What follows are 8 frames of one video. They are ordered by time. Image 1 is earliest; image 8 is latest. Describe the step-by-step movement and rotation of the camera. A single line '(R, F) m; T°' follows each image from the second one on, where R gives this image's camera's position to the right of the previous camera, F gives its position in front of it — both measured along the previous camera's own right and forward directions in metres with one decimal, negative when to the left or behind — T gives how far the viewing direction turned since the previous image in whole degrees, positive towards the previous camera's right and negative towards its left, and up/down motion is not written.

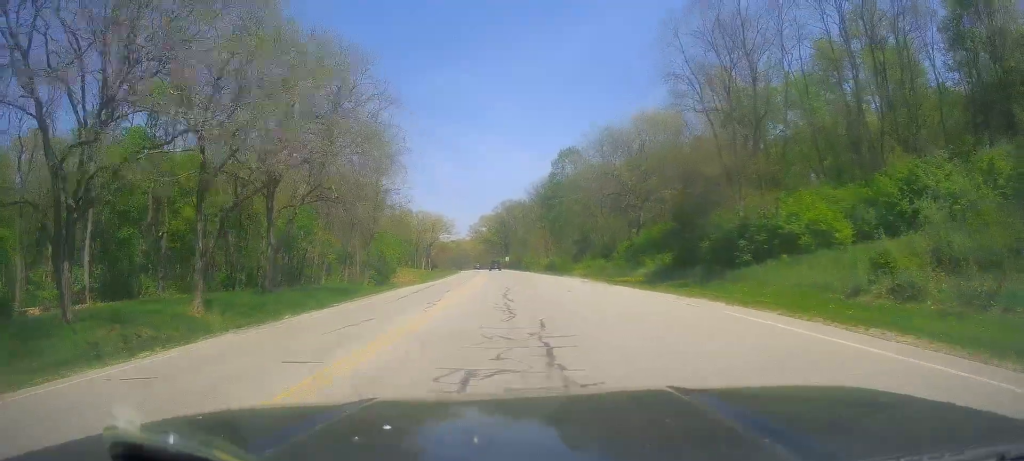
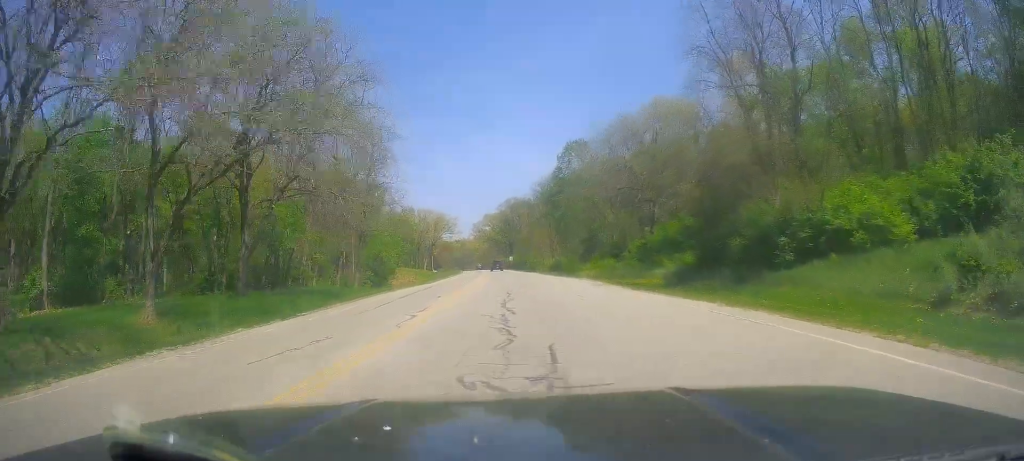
(0.0, +4.8) m; -1°
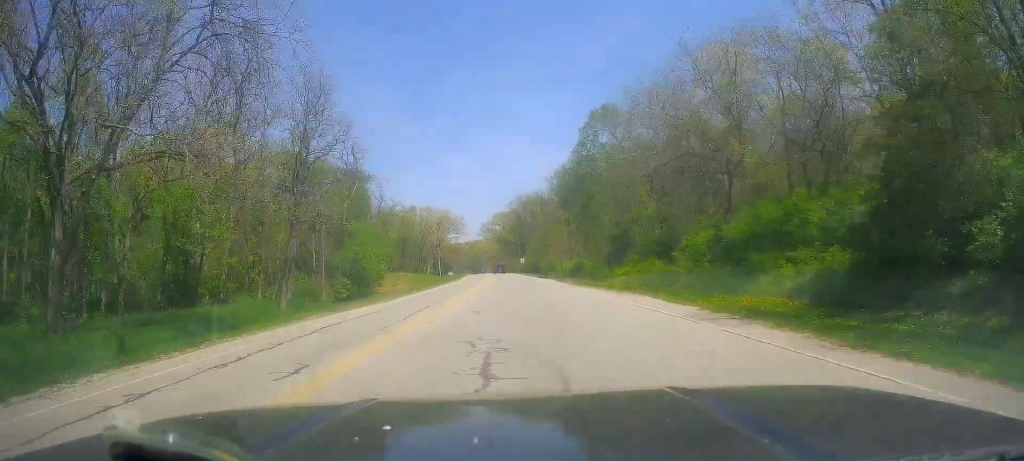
(-0.7, +18.8) m; -3°
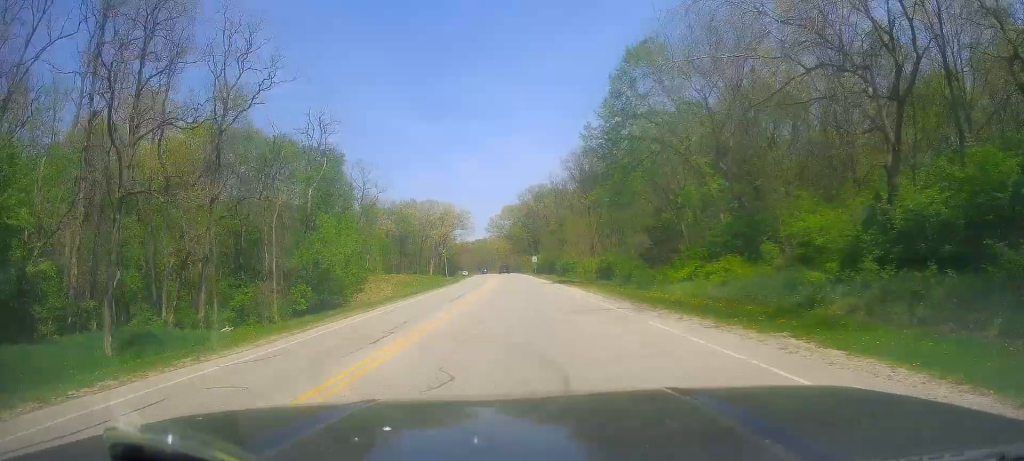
(-0.1, +17.7) m; +1°
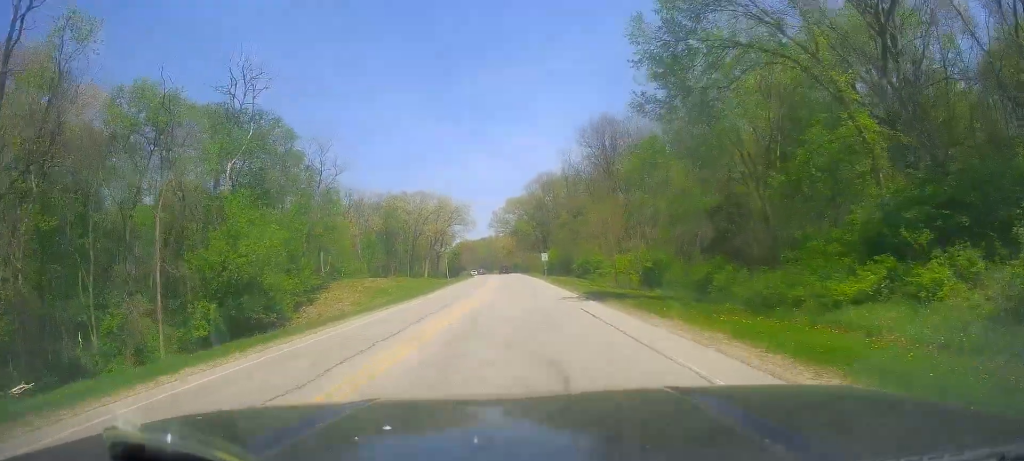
(-0.2, +19.9) m; 0°
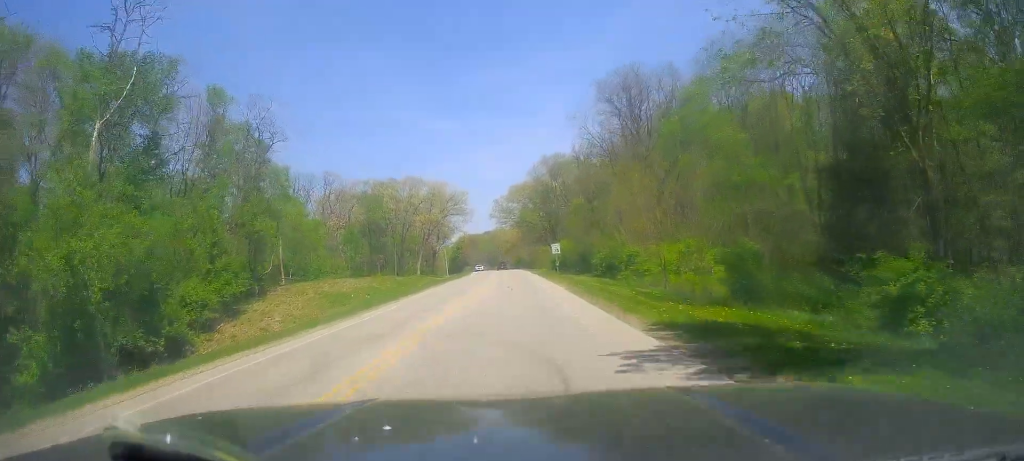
(+0.8, +16.8) m; +2°
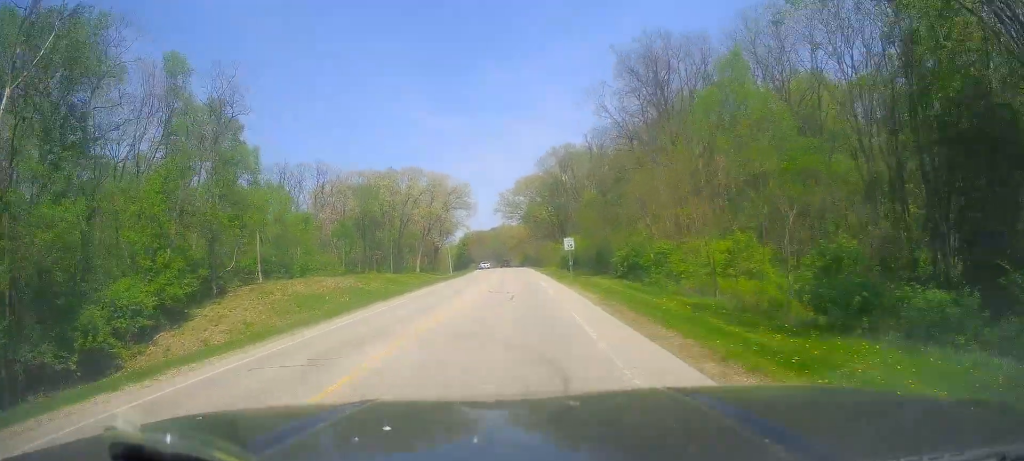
(-0.1, +8.2) m; -2°
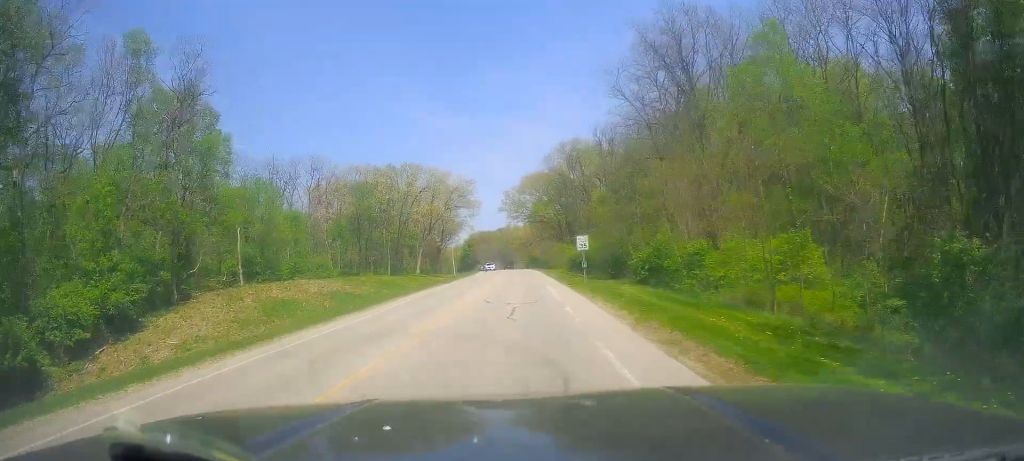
(-0.1, +5.8) m; -2°
